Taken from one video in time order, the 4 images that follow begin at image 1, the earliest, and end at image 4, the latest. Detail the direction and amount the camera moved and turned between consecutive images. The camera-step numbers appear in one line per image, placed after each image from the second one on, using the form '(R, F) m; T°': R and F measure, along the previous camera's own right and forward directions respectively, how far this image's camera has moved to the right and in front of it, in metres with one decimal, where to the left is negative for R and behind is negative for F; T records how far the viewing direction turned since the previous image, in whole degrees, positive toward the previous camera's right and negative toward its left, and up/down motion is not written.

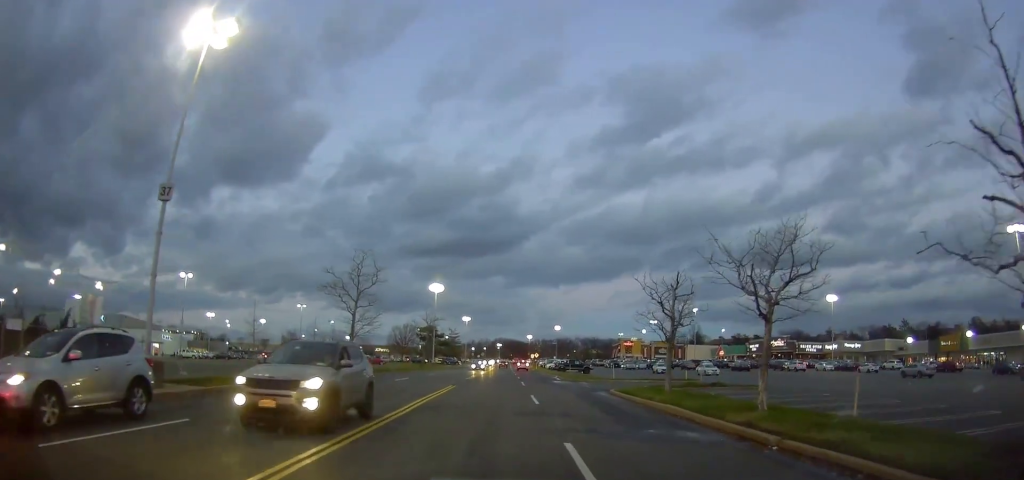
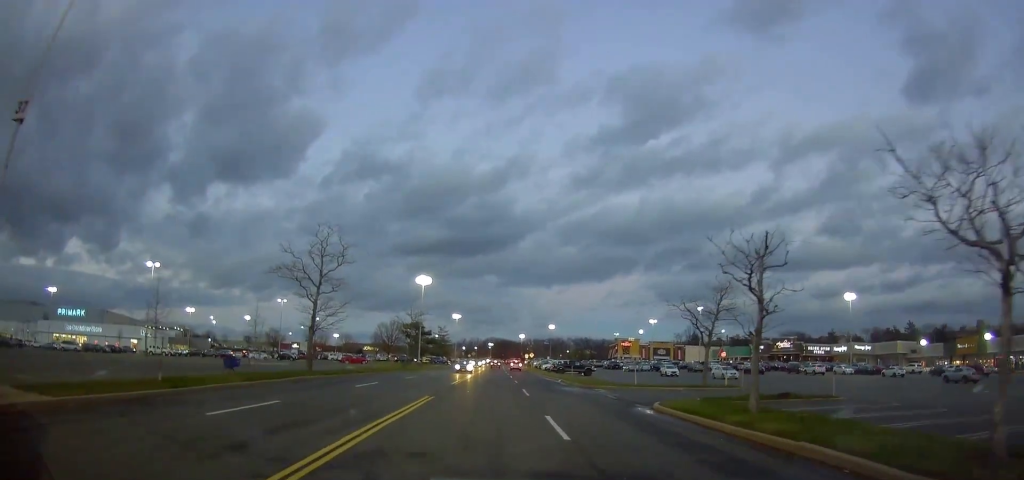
(+0.1, +7.5) m; +4°
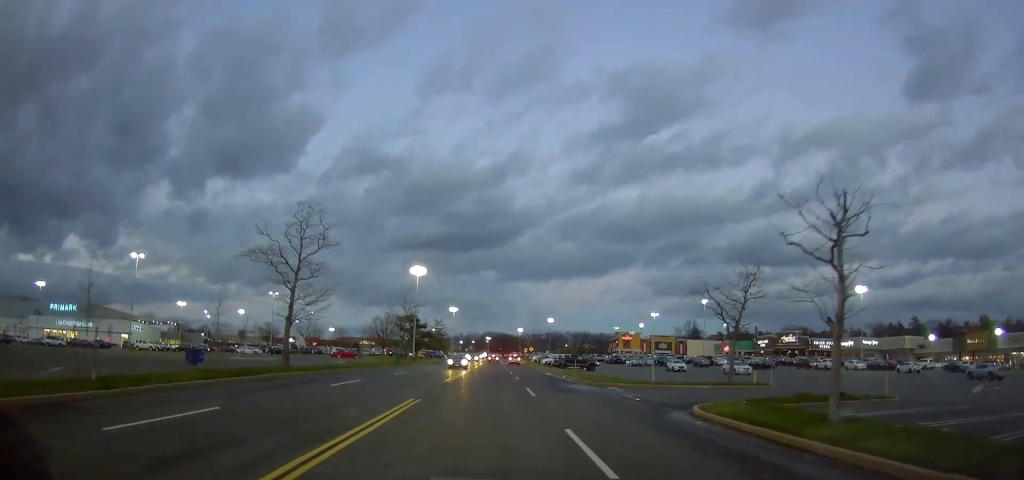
(+0.2, +3.2) m; +1°
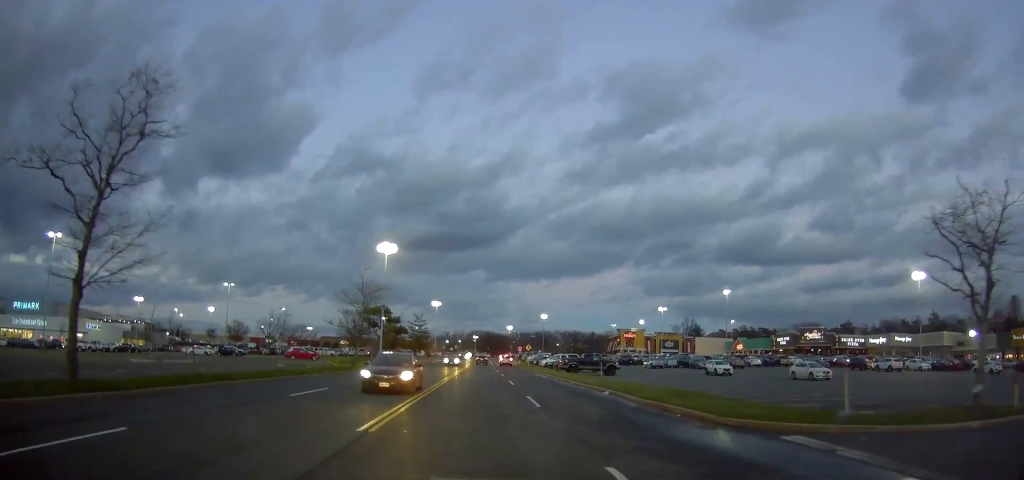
(-0.6, +13.9) m; -1°
